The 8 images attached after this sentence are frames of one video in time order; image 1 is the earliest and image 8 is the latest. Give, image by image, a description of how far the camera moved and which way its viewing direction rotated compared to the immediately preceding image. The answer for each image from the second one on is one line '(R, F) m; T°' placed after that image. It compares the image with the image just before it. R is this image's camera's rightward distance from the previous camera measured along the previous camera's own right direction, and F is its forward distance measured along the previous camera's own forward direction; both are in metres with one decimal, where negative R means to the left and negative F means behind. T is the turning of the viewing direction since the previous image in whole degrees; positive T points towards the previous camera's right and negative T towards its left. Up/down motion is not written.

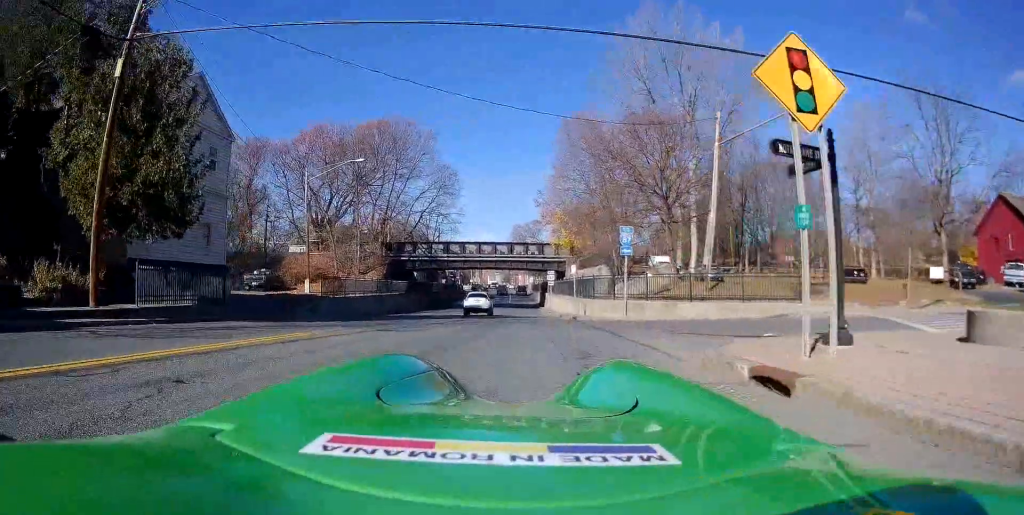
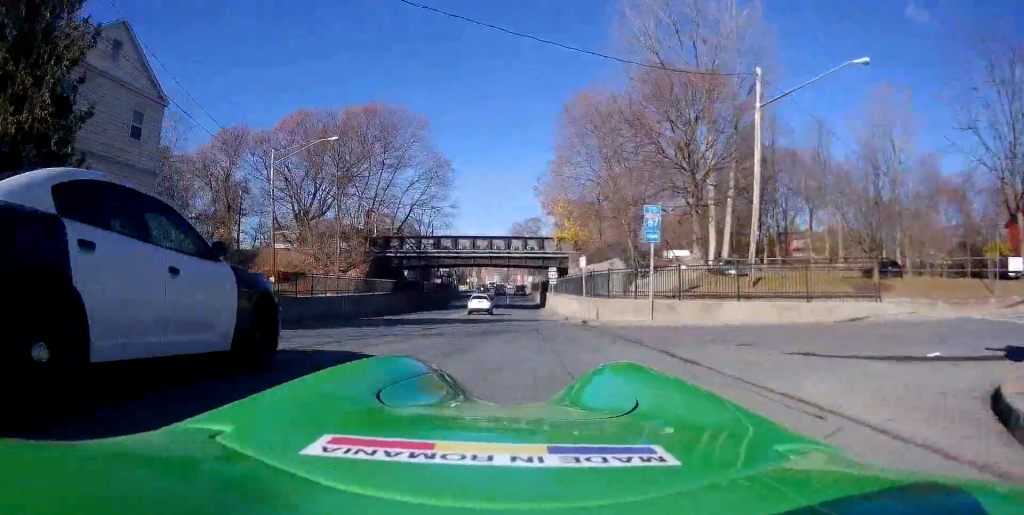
(-0.1, +5.8) m; -1°
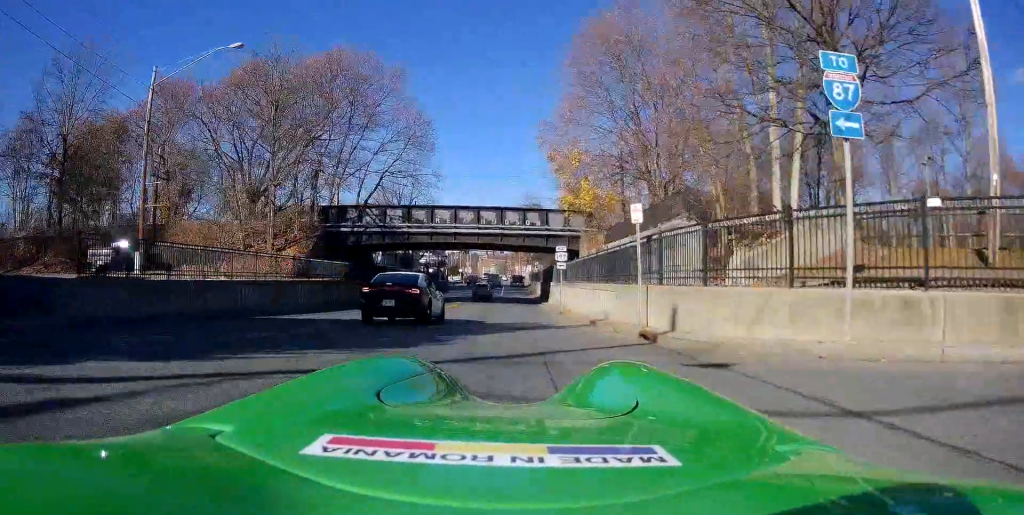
(+0.1, +13.8) m; +1°
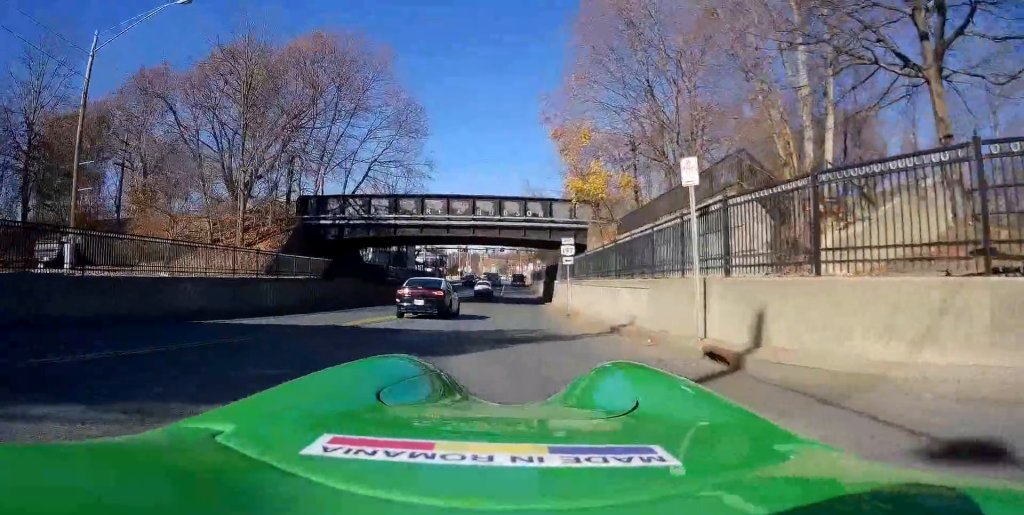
(0.0, +4.4) m; +1°
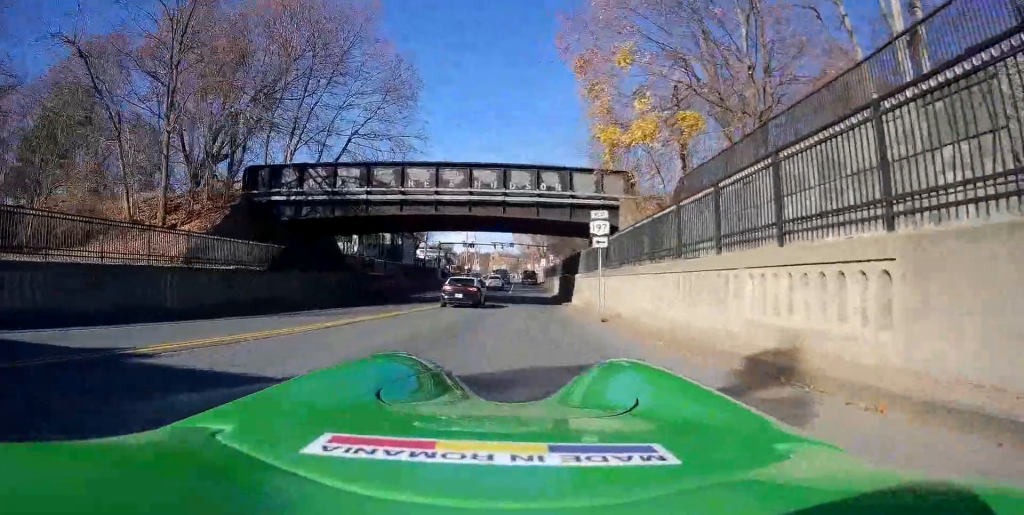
(+0.2, +9.0) m; +2°
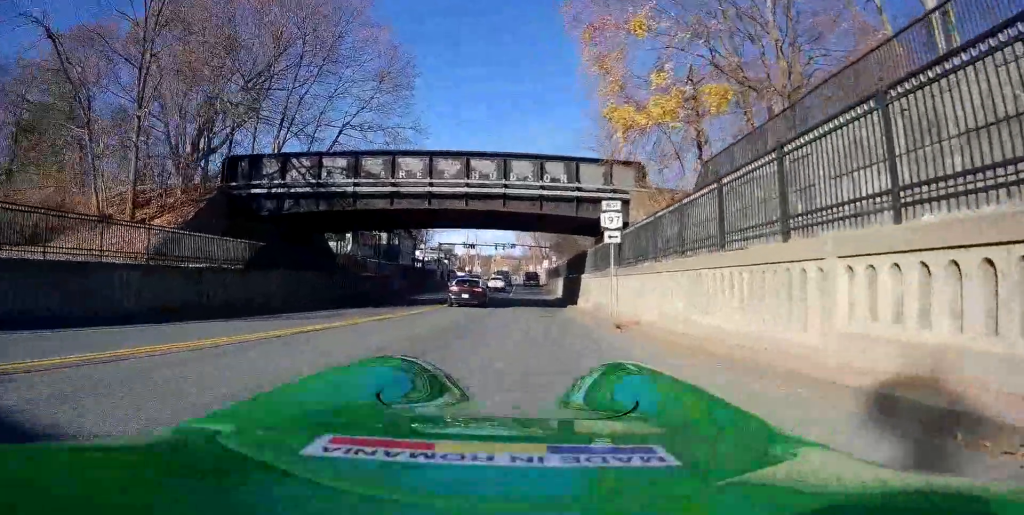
(0.0, +2.6) m; +1°
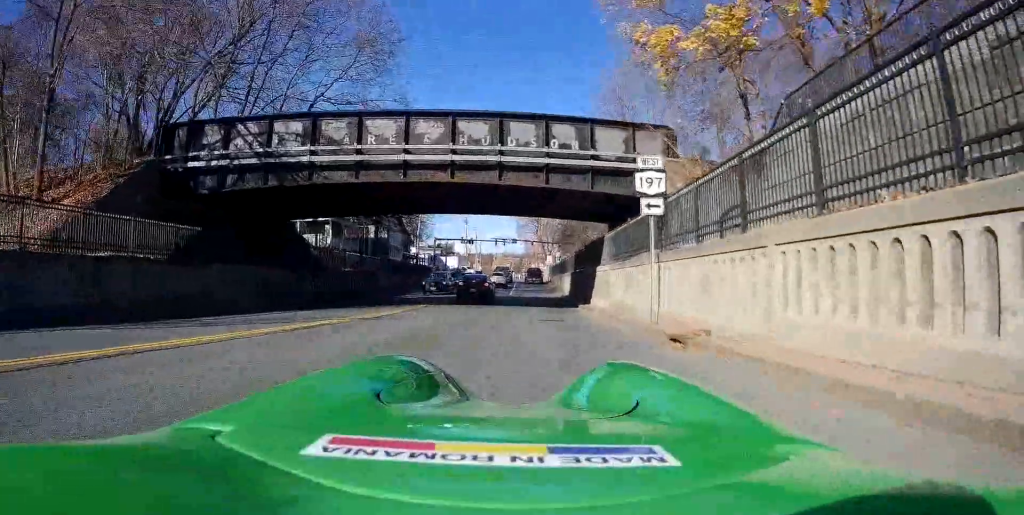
(0.0, +5.8) m; +2°
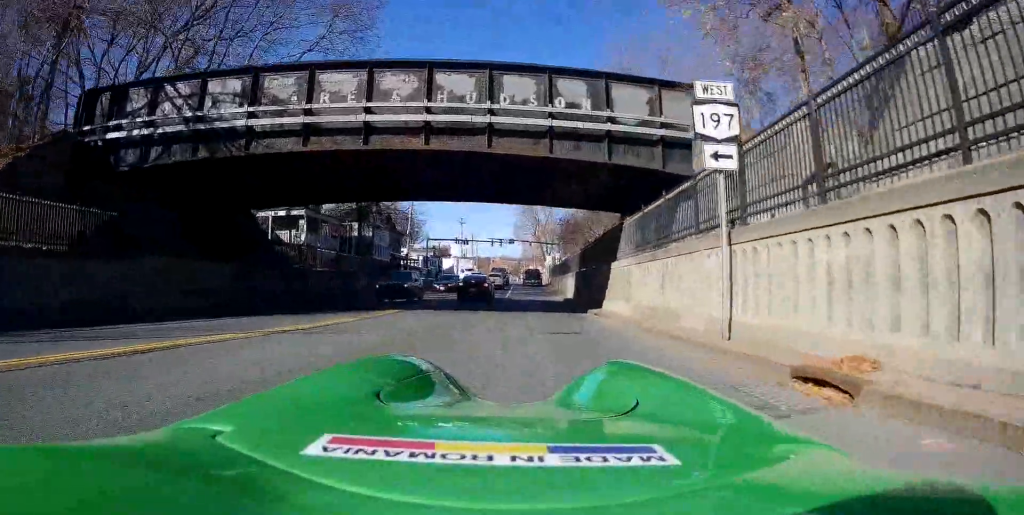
(+0.2, +4.8) m; 0°
